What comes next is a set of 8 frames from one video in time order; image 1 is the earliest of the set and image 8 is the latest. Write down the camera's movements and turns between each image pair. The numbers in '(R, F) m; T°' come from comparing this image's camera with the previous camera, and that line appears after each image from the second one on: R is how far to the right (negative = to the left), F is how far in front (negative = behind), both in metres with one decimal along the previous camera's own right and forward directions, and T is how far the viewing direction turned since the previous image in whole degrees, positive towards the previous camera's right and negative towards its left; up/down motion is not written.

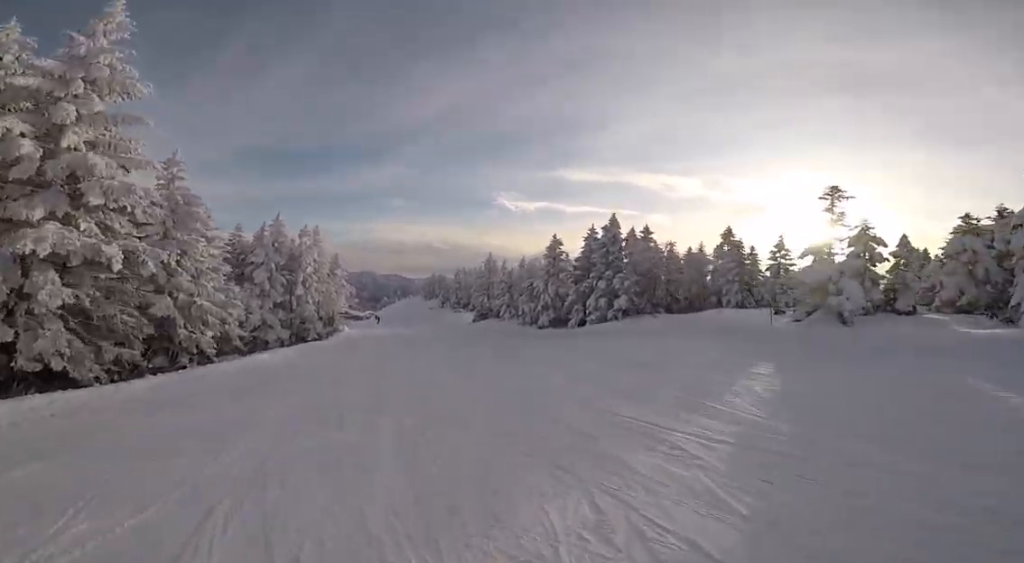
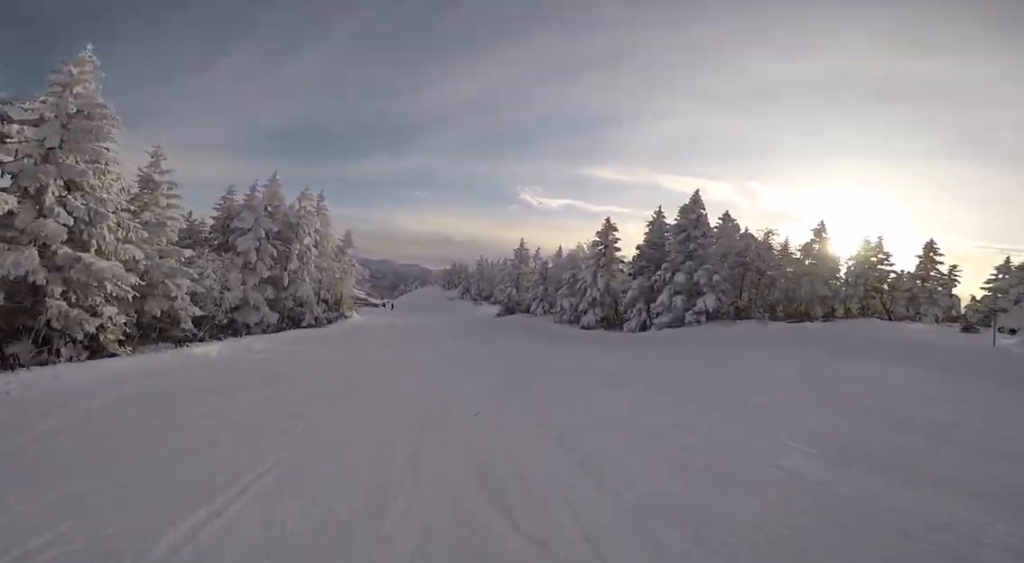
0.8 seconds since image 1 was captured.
(0.0, +5.1) m; 0°
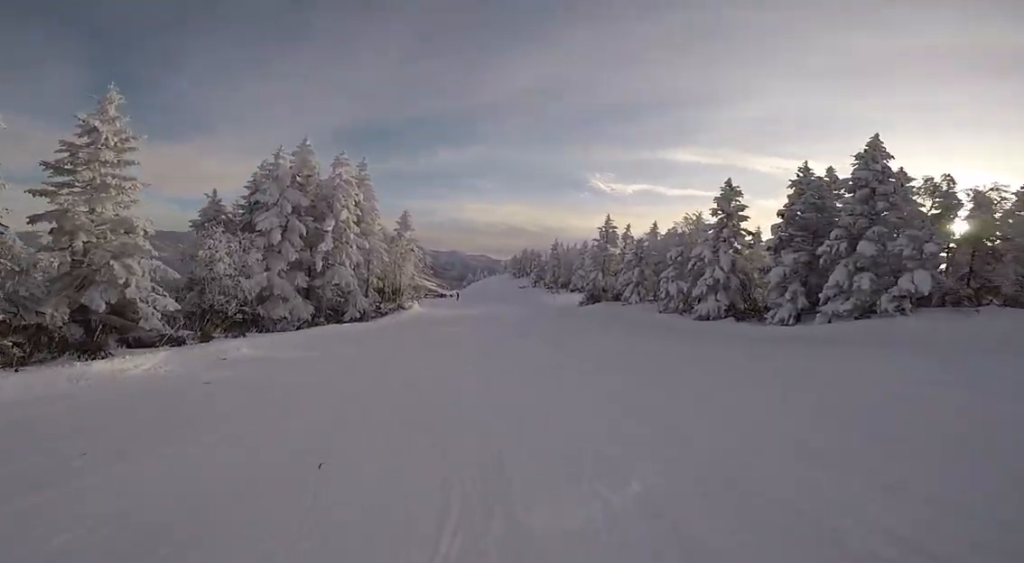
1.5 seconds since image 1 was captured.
(+0.6, +4.7) m; 0°
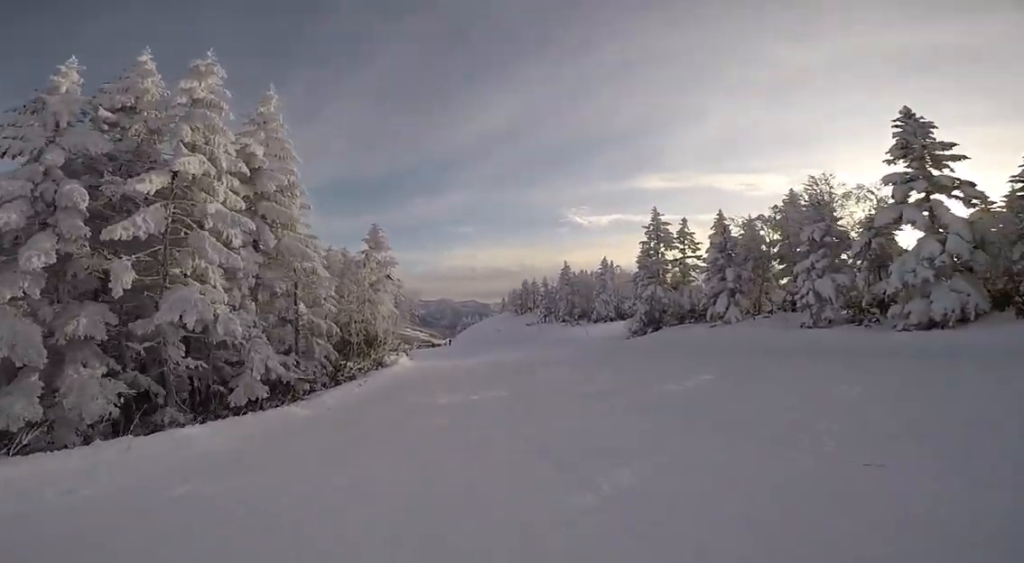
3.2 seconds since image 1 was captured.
(-0.1, +10.3) m; 0°
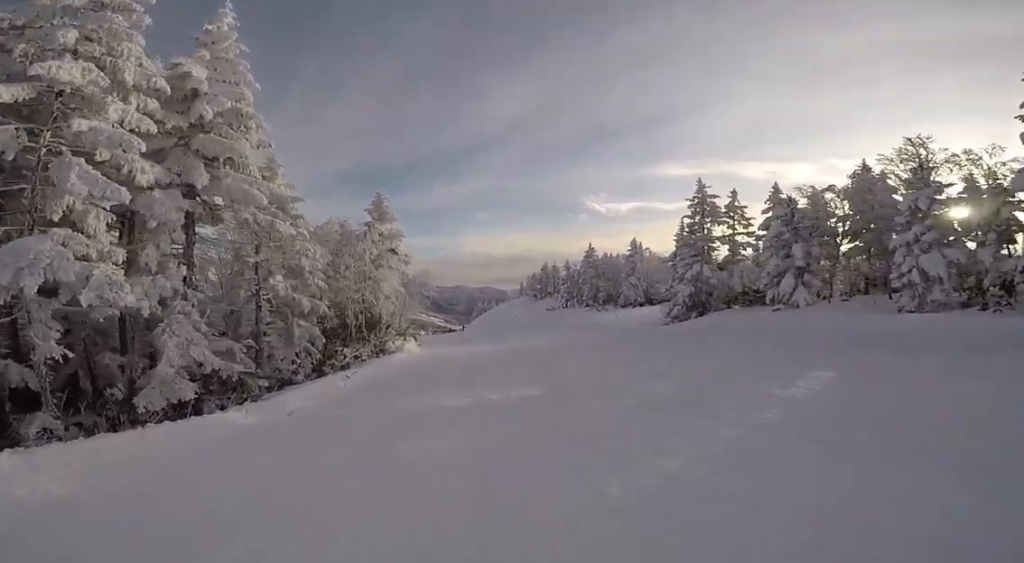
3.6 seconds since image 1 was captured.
(0.0, +2.8) m; 0°
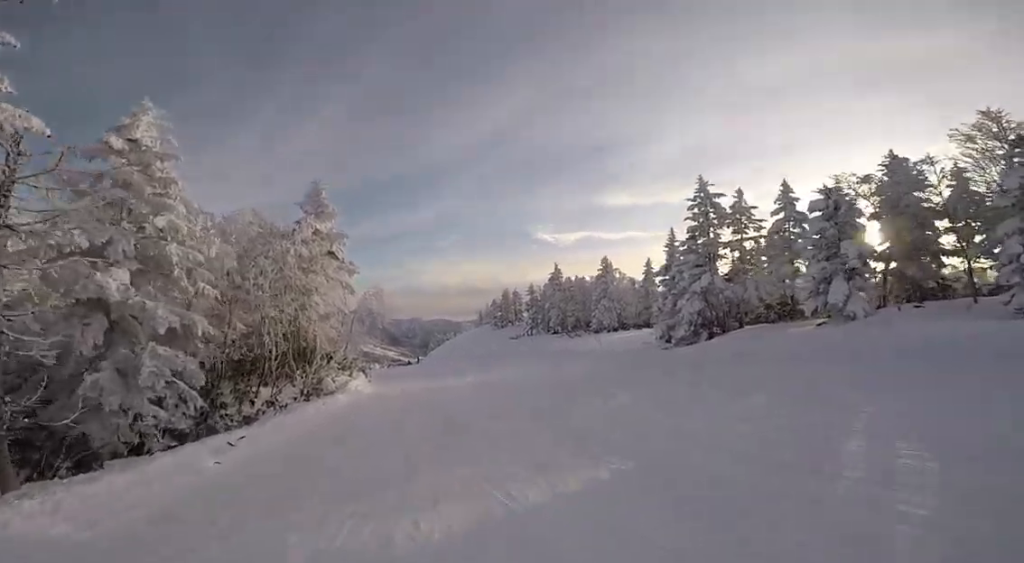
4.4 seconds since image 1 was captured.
(-0.9, +4.7) m; 0°
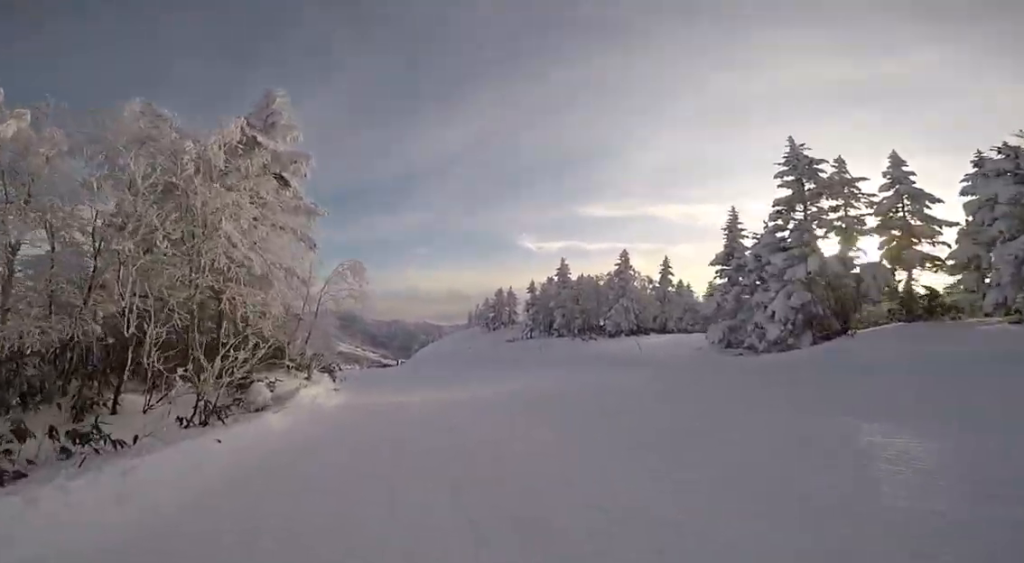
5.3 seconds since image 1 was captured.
(+1.0, +5.4) m; +1°
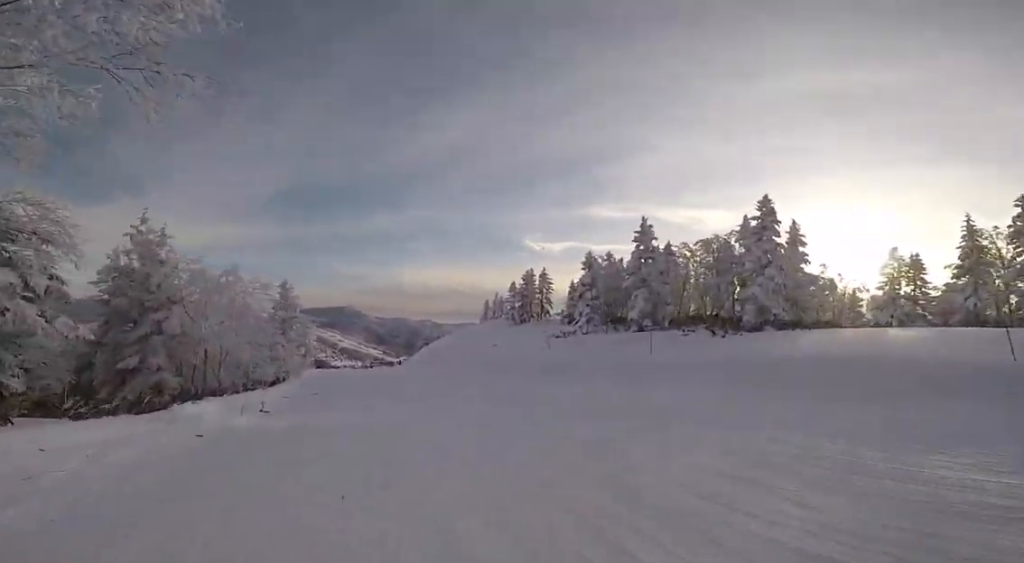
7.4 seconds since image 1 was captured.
(-0.4, +11.2) m; +8°
